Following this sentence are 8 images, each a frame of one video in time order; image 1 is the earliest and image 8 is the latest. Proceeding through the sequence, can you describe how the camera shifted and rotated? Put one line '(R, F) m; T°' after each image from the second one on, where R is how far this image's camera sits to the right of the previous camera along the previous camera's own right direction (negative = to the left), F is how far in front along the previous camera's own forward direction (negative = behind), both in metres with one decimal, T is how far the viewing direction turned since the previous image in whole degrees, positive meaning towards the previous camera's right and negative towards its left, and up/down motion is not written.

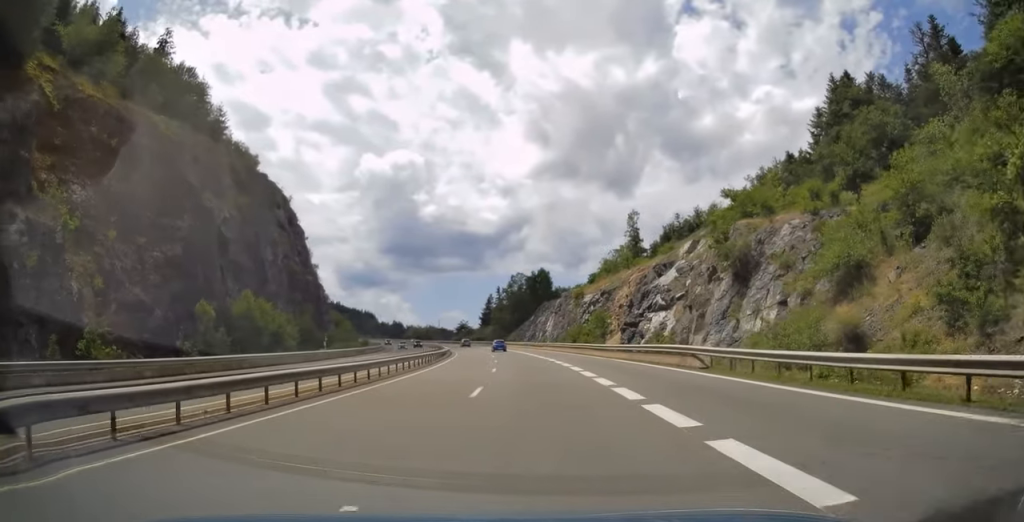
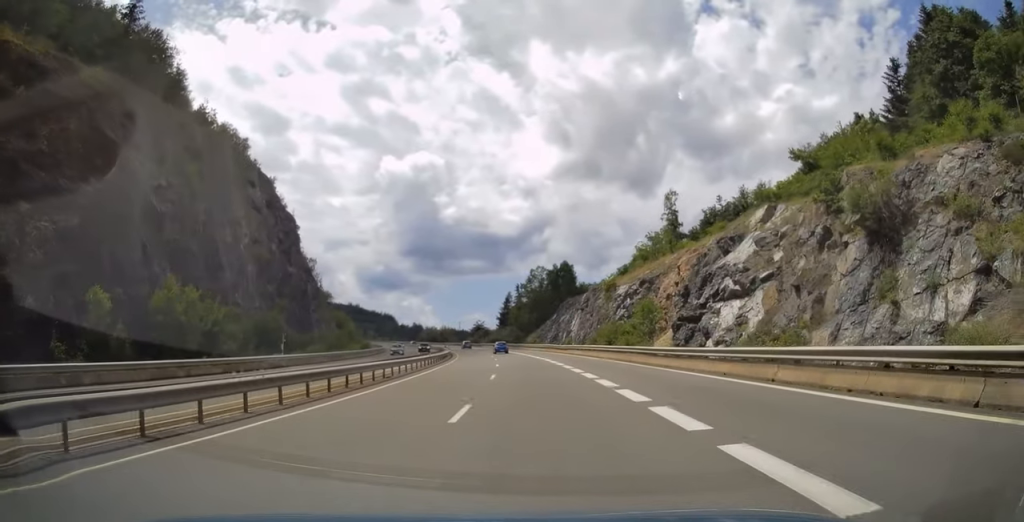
(-0.4, +19.9) m; -2°
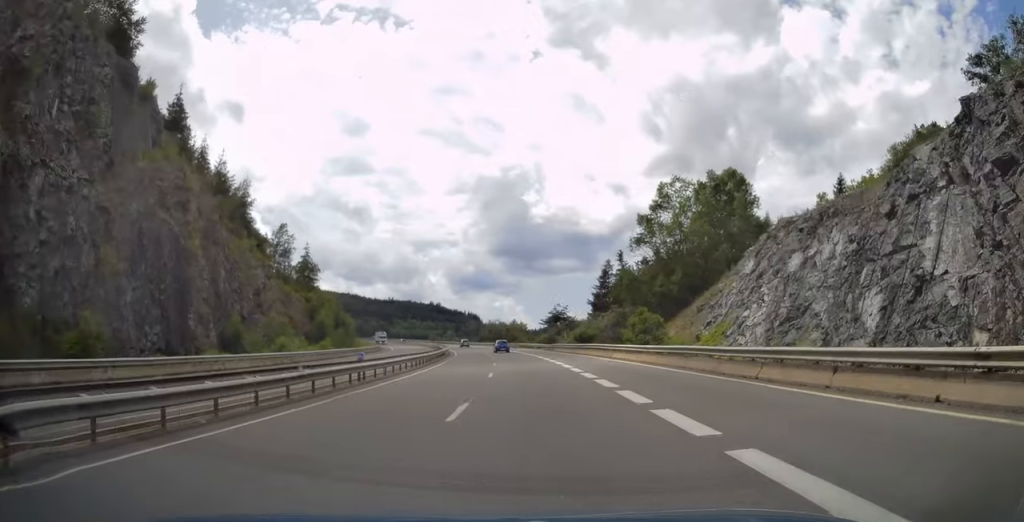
(-5.6, +82.2) m; -8°
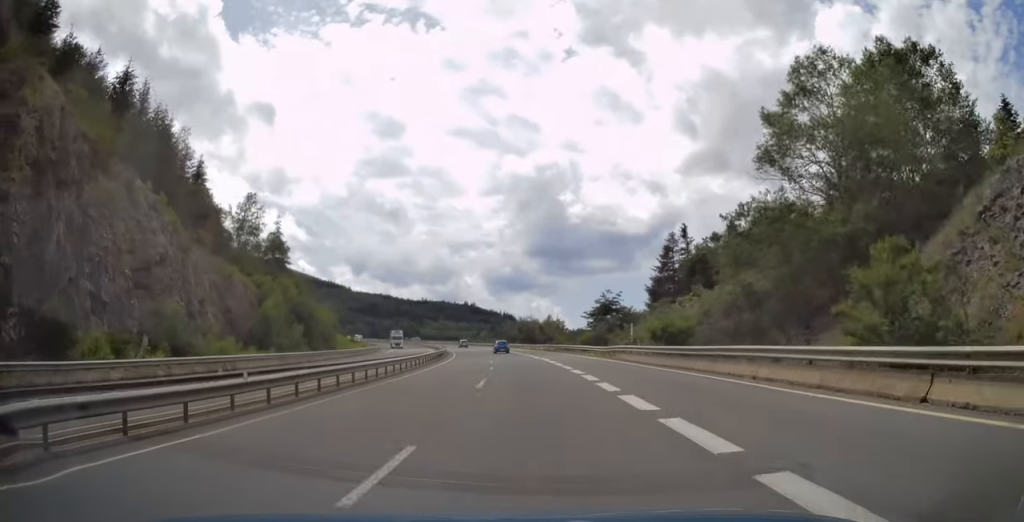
(-0.6, +27.2) m; -3°
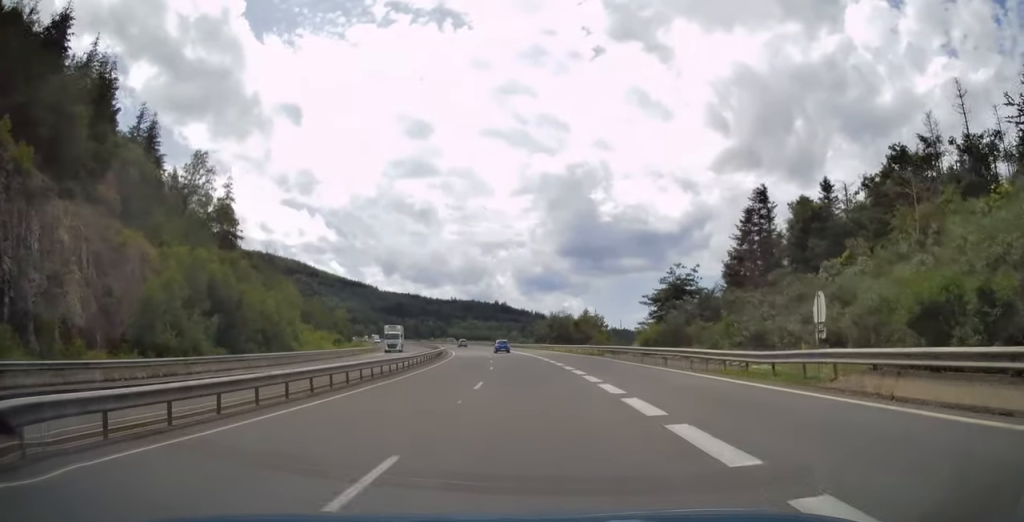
(-0.5, +22.7) m; -3°
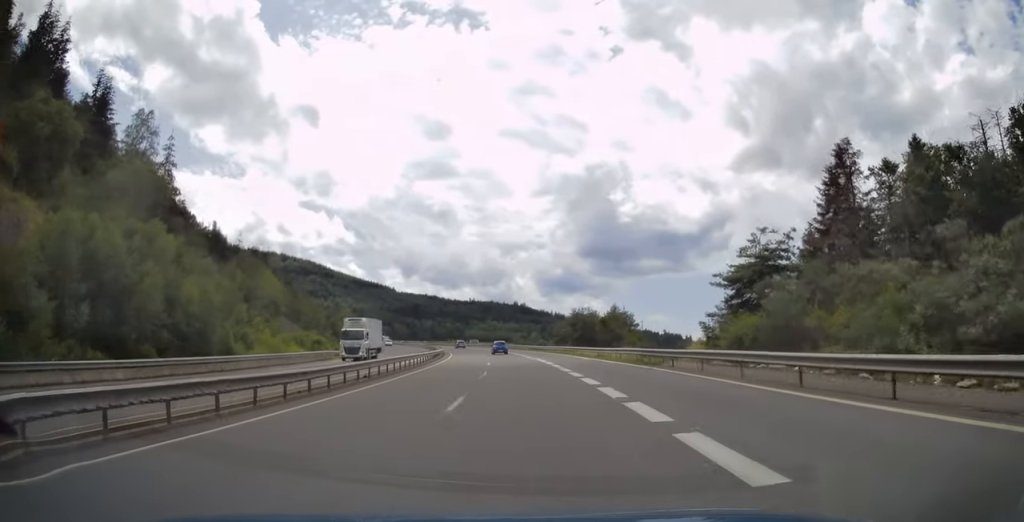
(-0.3, +16.1) m; -2°
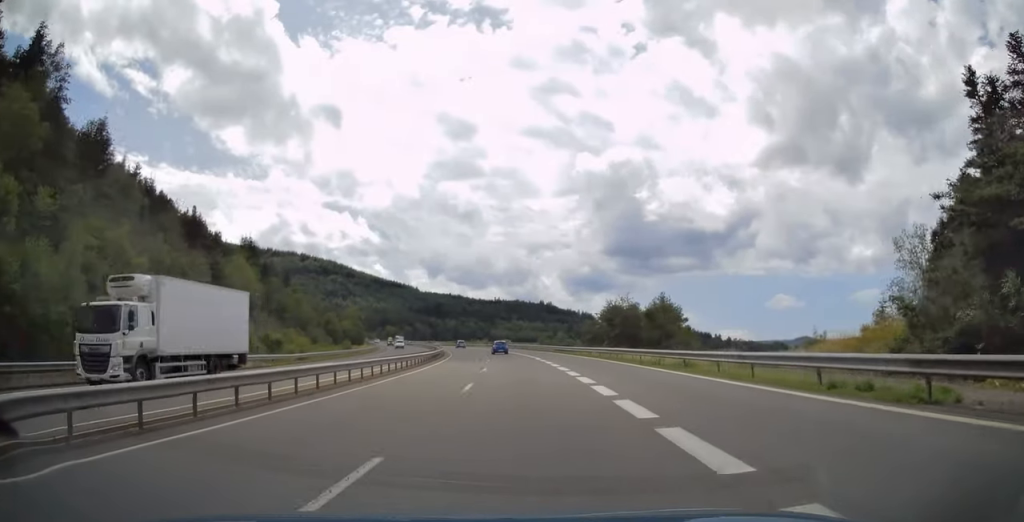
(-0.1, +19.5) m; -3°
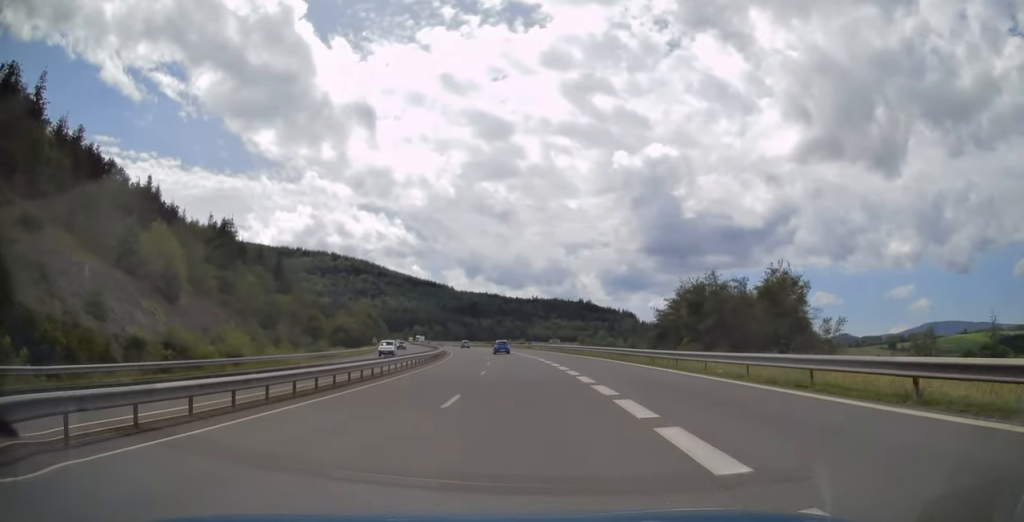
(-1.1, +29.8) m; -4°
